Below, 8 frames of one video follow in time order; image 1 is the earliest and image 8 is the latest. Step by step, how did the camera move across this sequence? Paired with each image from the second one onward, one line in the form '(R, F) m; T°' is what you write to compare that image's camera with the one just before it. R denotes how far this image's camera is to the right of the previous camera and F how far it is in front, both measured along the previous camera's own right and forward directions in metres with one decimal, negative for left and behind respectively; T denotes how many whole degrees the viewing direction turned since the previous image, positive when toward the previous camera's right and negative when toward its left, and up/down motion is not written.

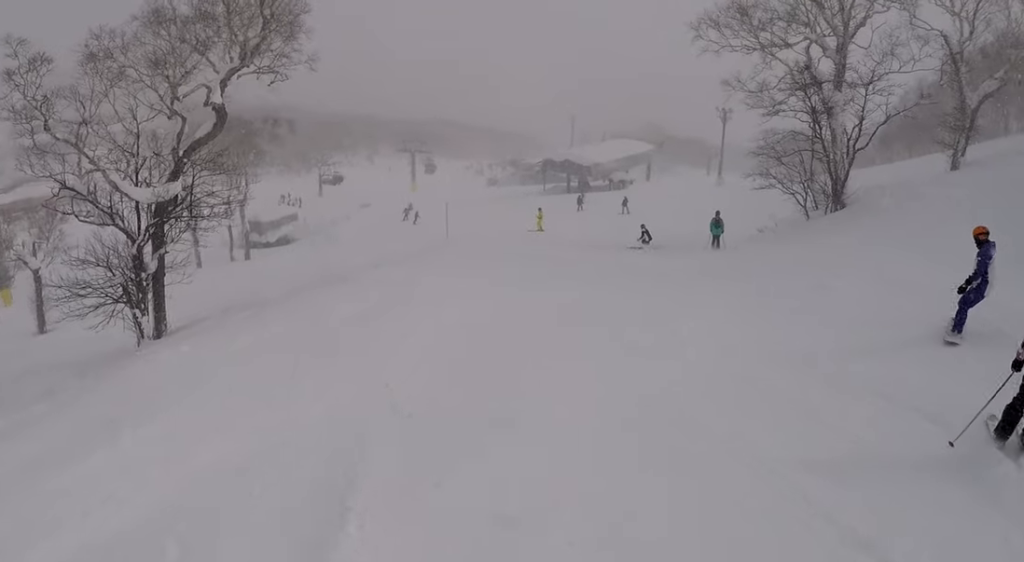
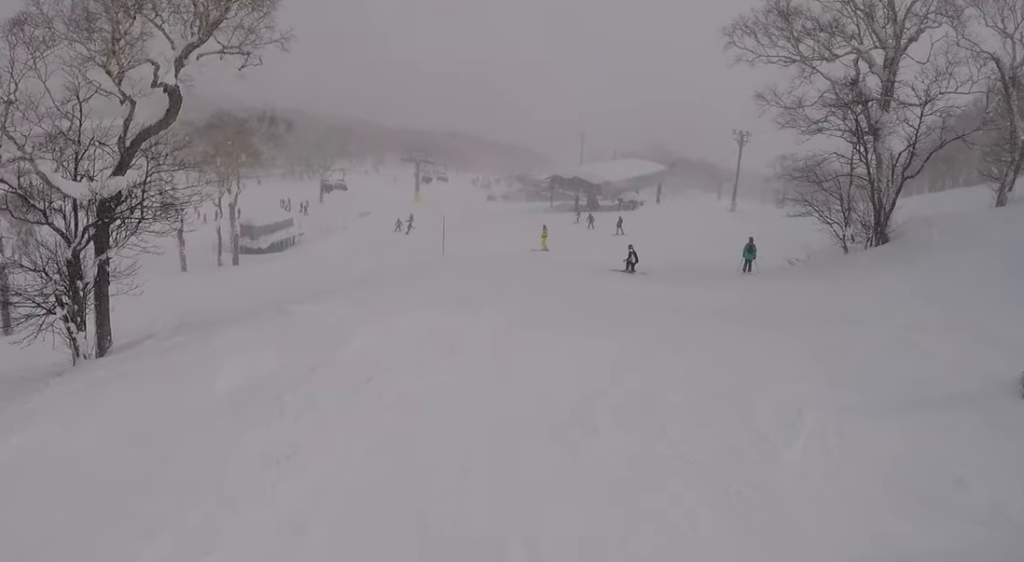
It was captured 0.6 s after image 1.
(-0.1, +4.2) m; +4°
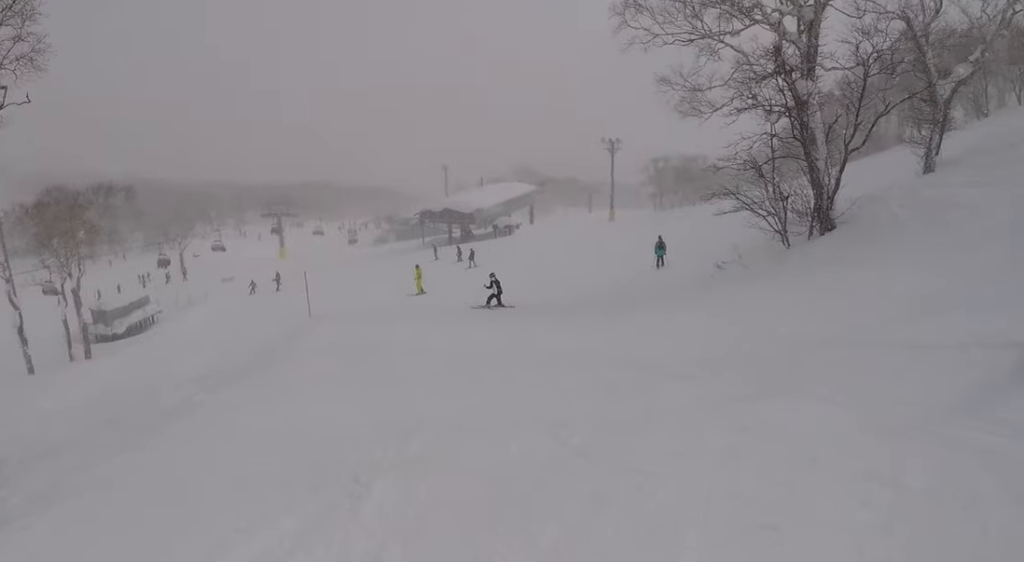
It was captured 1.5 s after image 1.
(+1.1, +6.7) m; +10°
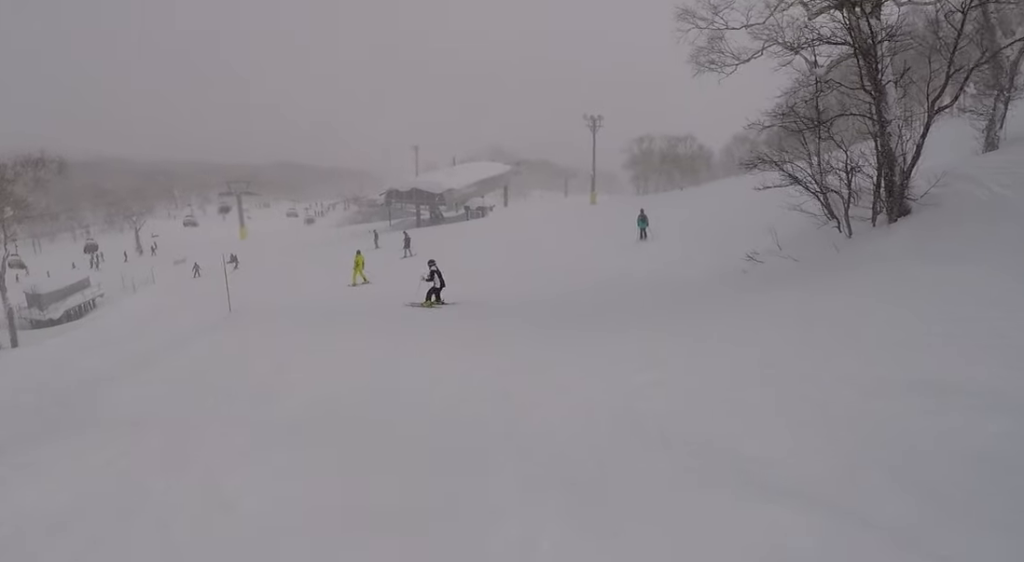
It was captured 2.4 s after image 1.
(0.0, +6.8) m; 0°
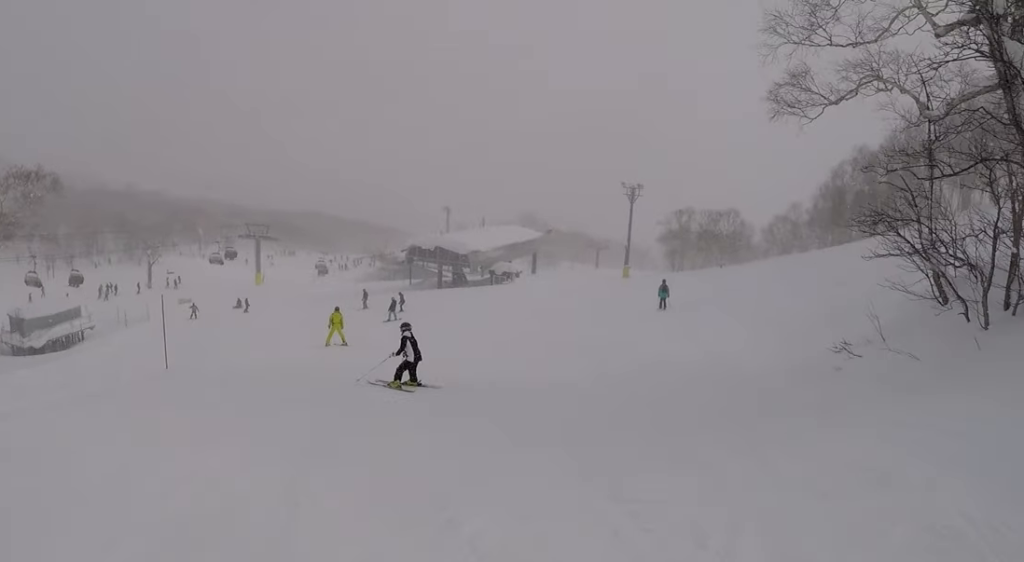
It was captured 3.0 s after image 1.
(0.0, +5.8) m; 0°
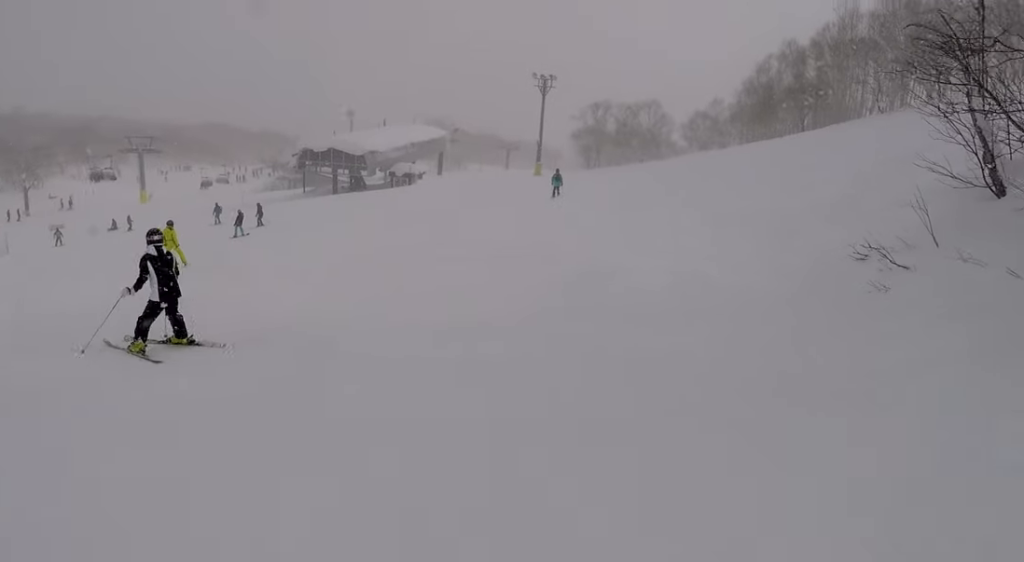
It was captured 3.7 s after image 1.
(0.0, +6.2) m; 0°
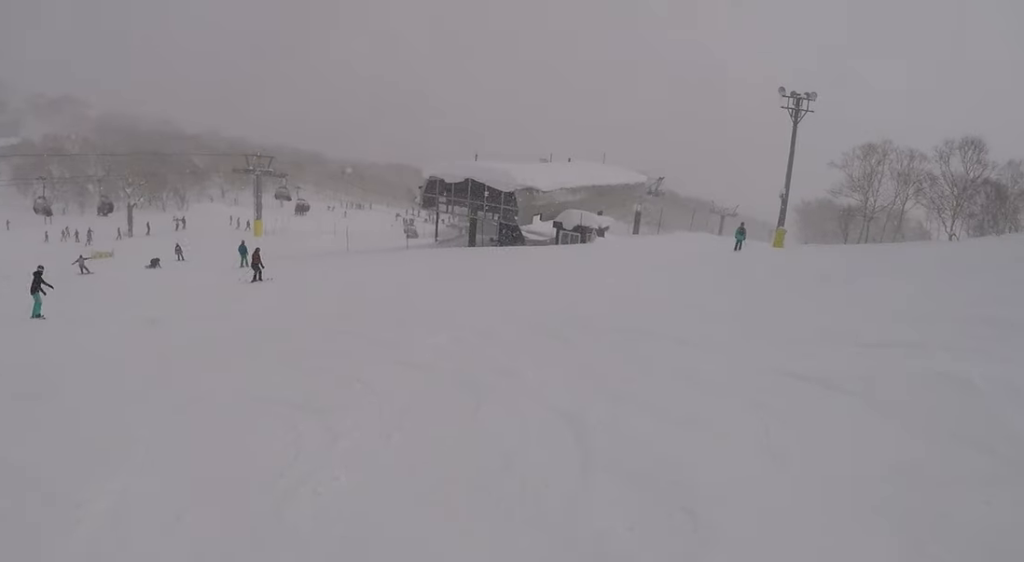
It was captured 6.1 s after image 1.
(-2.3, +23.7) m; -2°
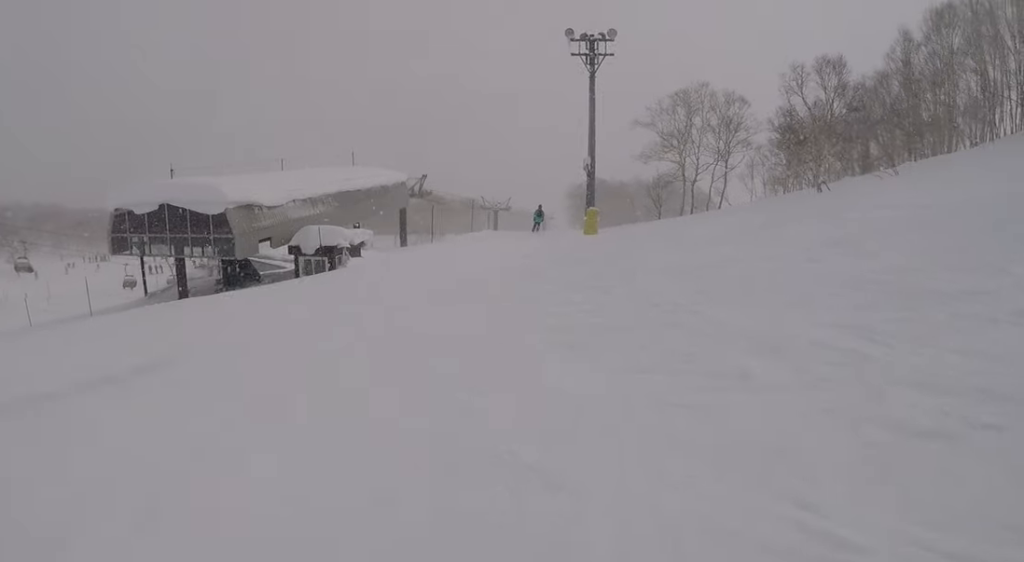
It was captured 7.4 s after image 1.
(+2.7, +11.6) m; +11°
